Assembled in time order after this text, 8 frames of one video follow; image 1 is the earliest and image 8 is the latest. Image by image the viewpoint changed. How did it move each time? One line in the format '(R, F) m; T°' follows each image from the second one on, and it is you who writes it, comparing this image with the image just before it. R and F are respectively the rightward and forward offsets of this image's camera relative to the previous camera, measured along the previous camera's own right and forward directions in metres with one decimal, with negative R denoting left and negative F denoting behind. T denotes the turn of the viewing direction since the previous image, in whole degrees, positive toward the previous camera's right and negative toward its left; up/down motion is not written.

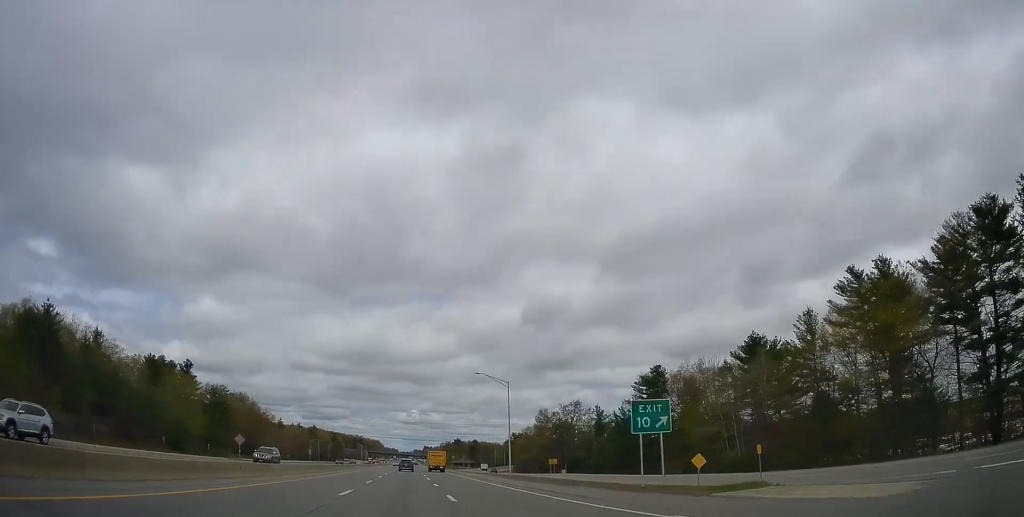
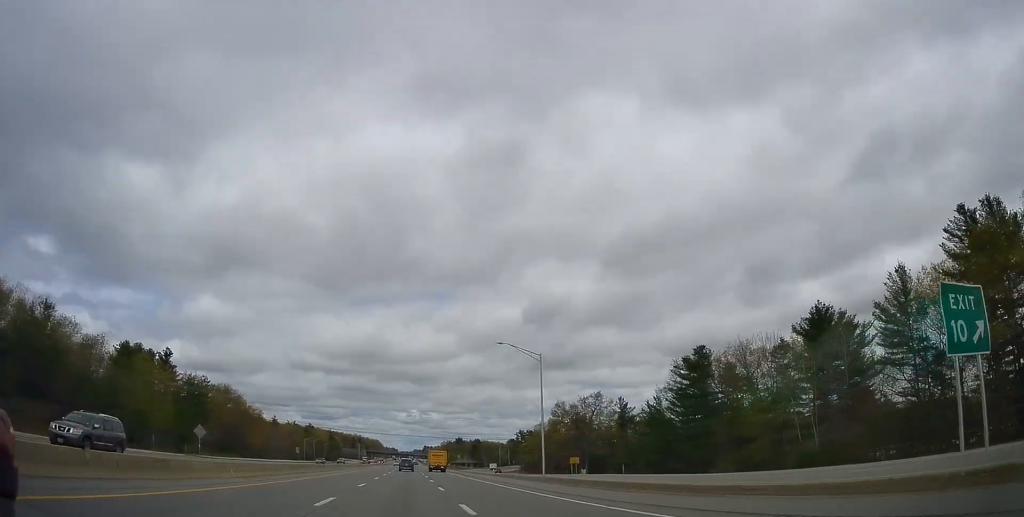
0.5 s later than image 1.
(0.0, +17.6) m; 0°
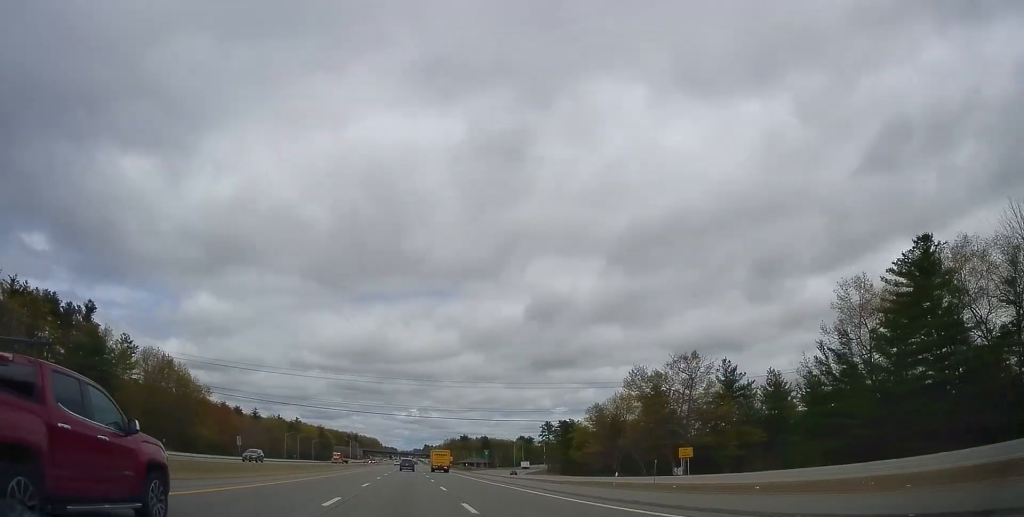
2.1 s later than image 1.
(+0.1, +48.3) m; 0°
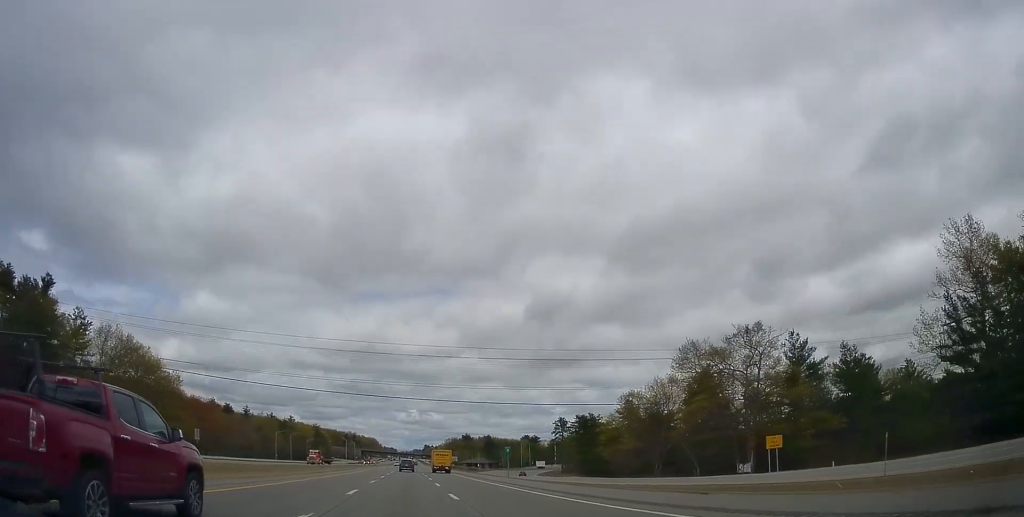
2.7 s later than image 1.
(-0.1, +18.5) m; 0°
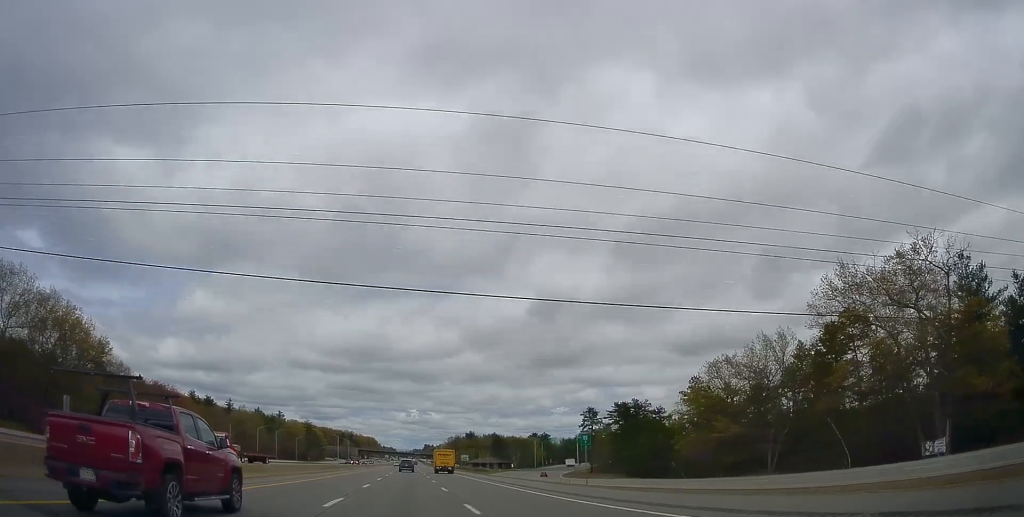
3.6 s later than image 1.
(0.0, +30.1) m; 0°
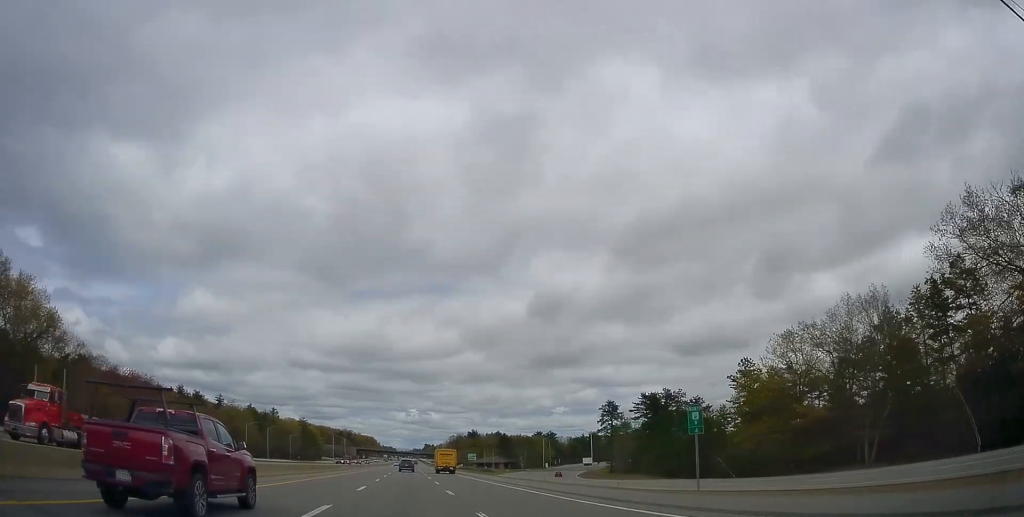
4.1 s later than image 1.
(+0.5, +15.3) m; 0°
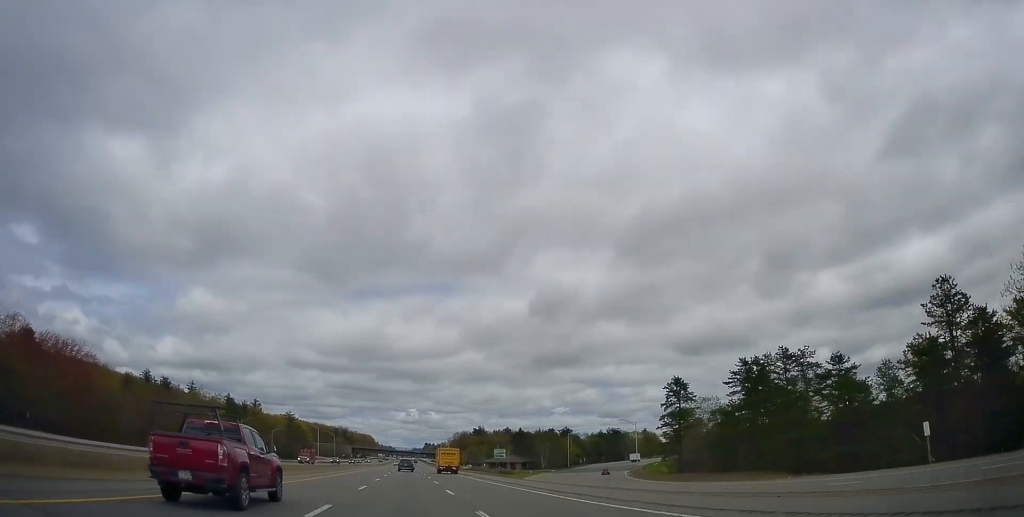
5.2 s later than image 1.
(-1.1, +36.7) m; -1°
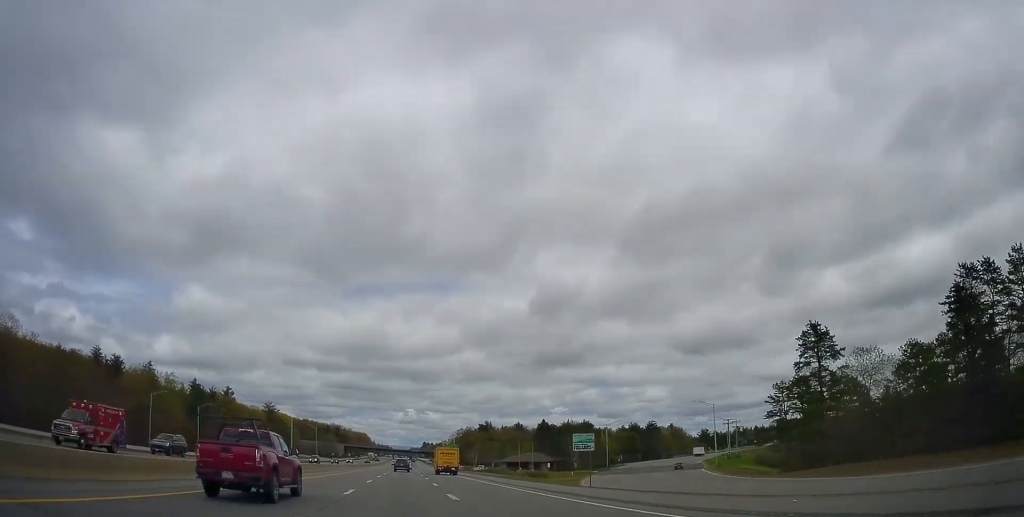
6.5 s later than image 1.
(+0.9, +40.6) m; +1°
